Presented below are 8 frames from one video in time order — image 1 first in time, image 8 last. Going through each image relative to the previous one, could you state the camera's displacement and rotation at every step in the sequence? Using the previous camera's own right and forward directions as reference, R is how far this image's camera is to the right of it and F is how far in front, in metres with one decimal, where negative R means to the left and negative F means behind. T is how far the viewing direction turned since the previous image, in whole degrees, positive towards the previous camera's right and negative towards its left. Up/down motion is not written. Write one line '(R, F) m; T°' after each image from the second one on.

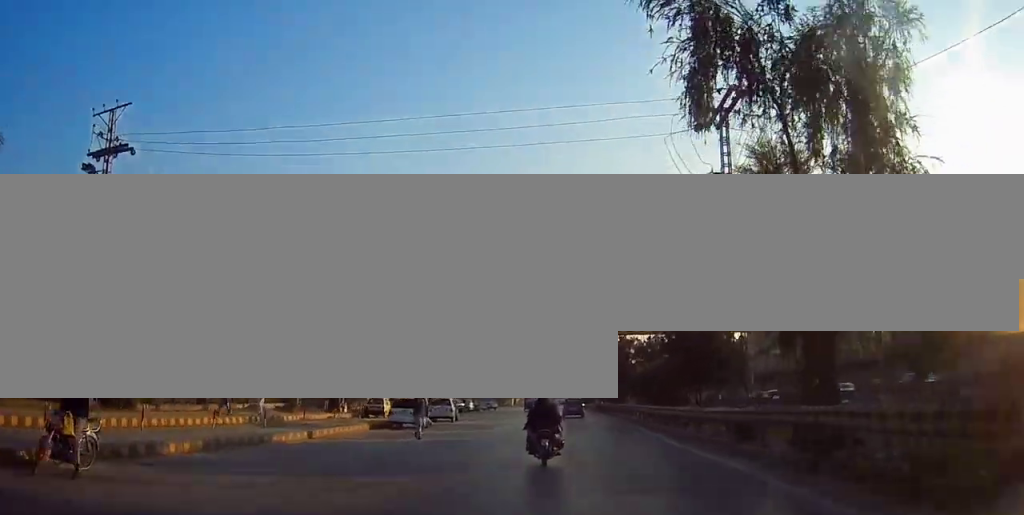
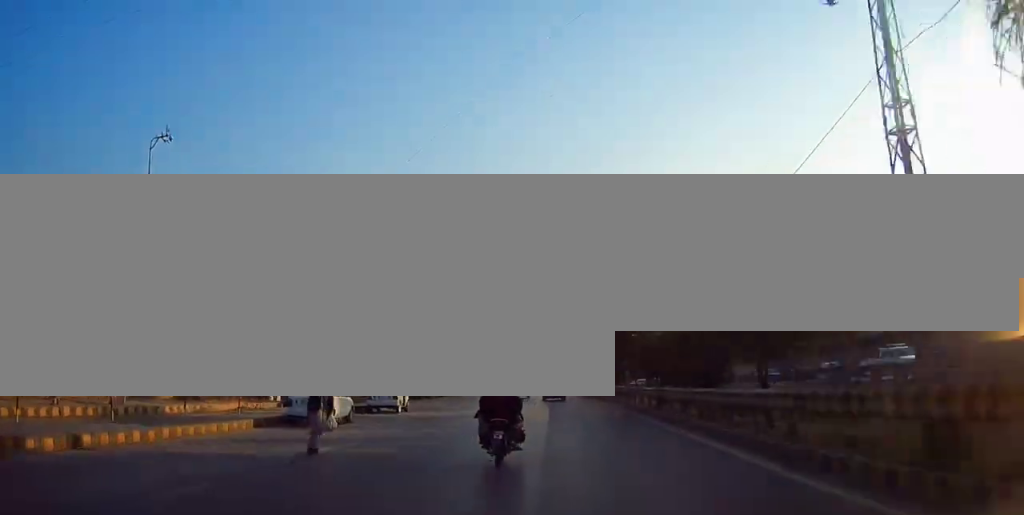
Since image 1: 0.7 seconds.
(+0.2, +10.0) m; +1°
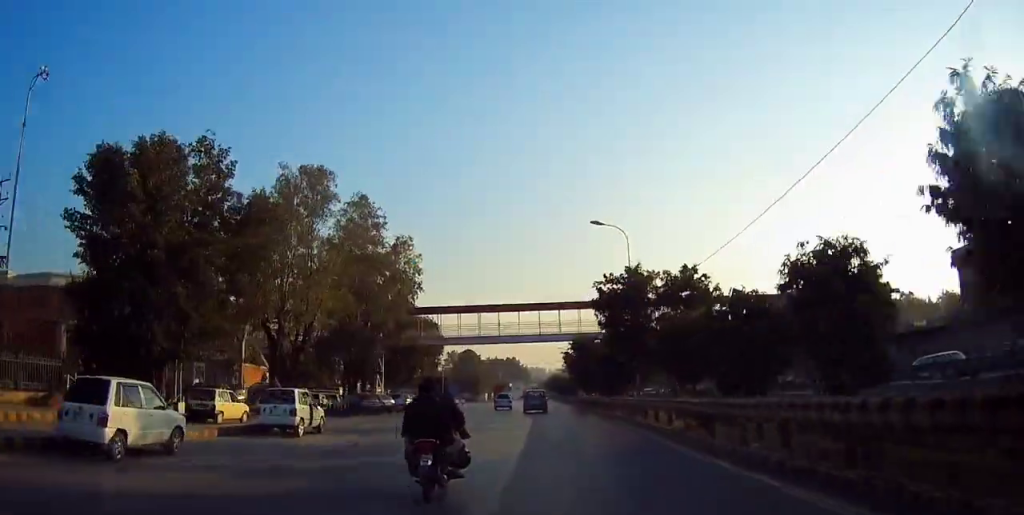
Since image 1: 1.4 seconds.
(+0.1, +10.3) m; 0°
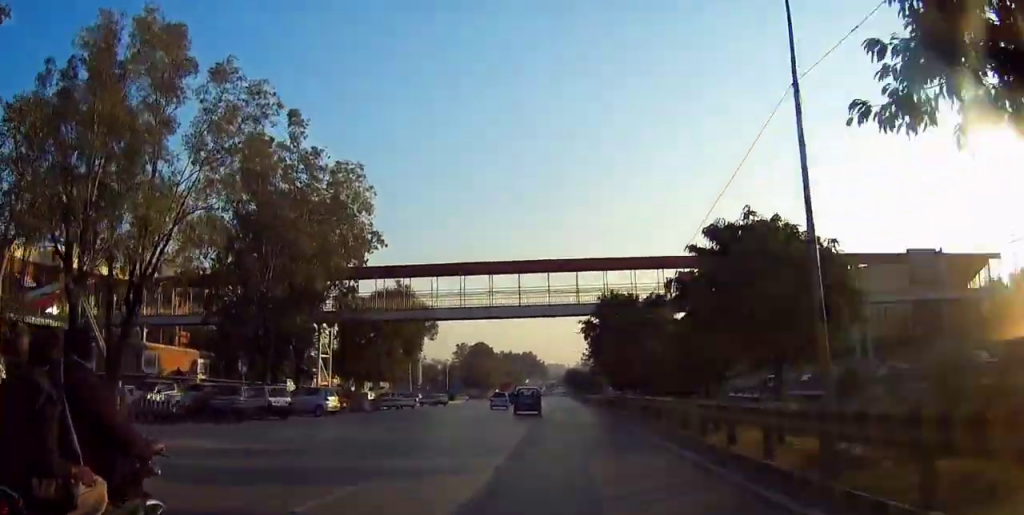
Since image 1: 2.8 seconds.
(-0.9, +20.9) m; -3°
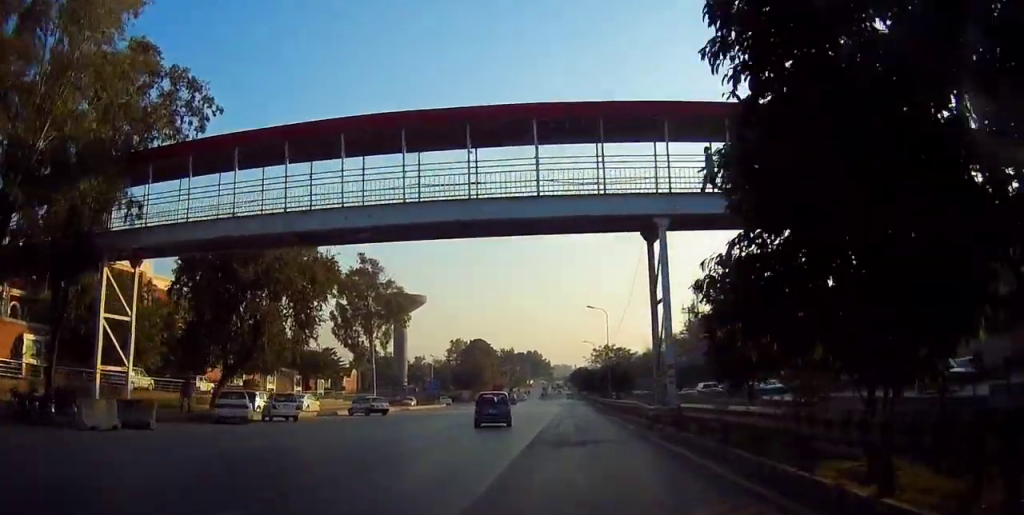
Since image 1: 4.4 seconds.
(+0.5, +26.3) m; +1°
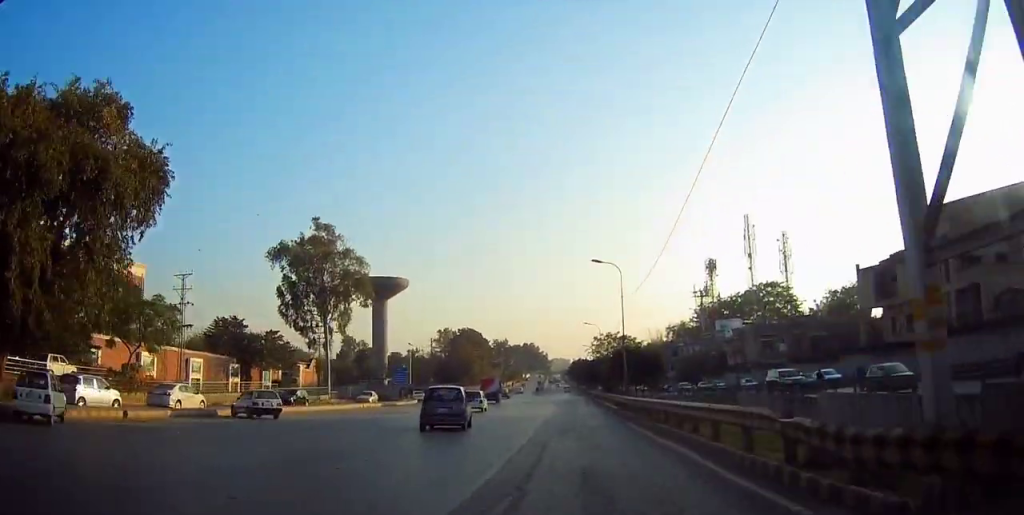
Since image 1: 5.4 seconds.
(-0.4, +17.5) m; -1°
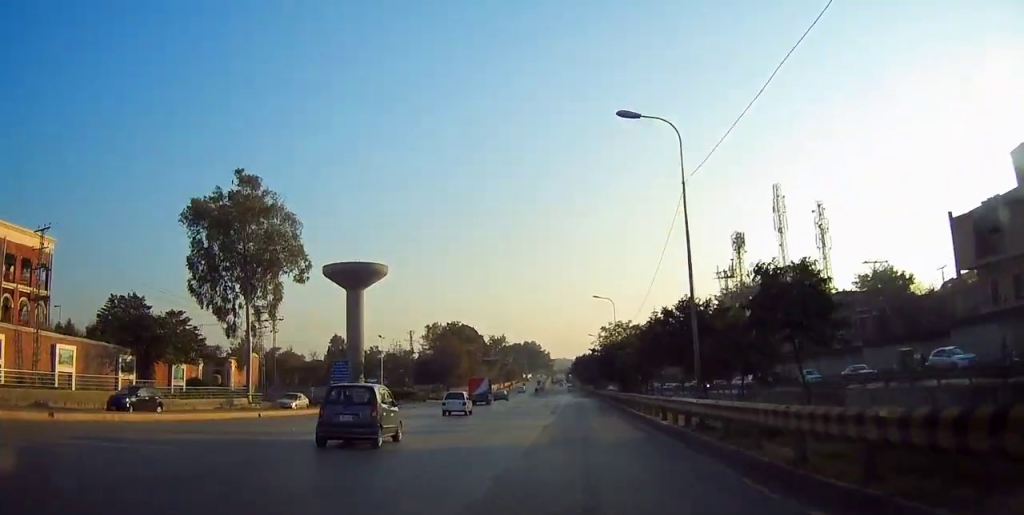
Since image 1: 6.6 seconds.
(0.0, +20.6) m; 0°
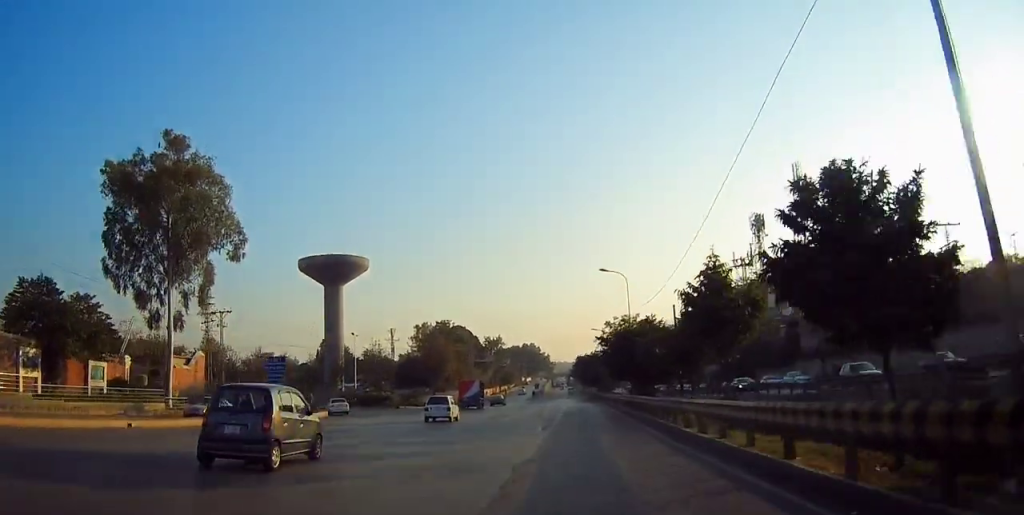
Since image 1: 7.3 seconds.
(0.0, +12.8) m; 0°
